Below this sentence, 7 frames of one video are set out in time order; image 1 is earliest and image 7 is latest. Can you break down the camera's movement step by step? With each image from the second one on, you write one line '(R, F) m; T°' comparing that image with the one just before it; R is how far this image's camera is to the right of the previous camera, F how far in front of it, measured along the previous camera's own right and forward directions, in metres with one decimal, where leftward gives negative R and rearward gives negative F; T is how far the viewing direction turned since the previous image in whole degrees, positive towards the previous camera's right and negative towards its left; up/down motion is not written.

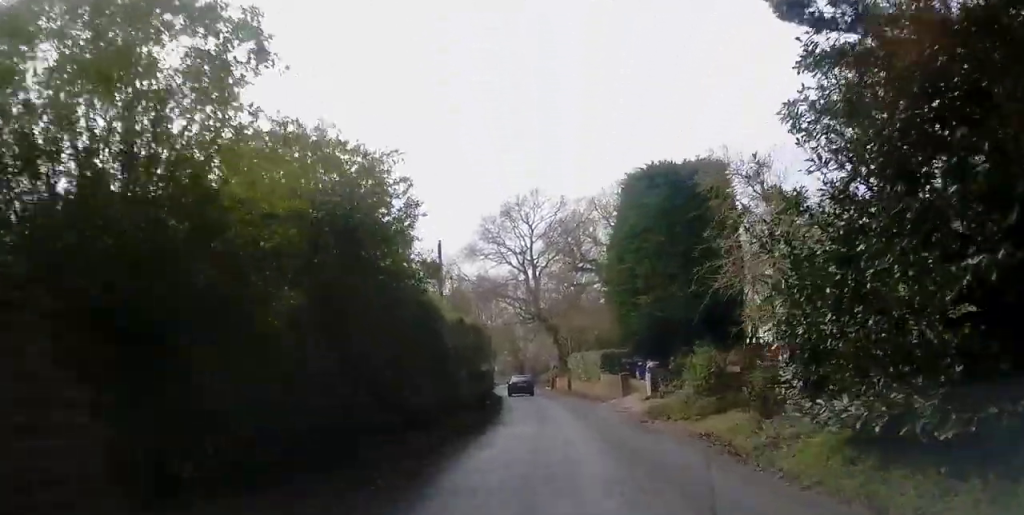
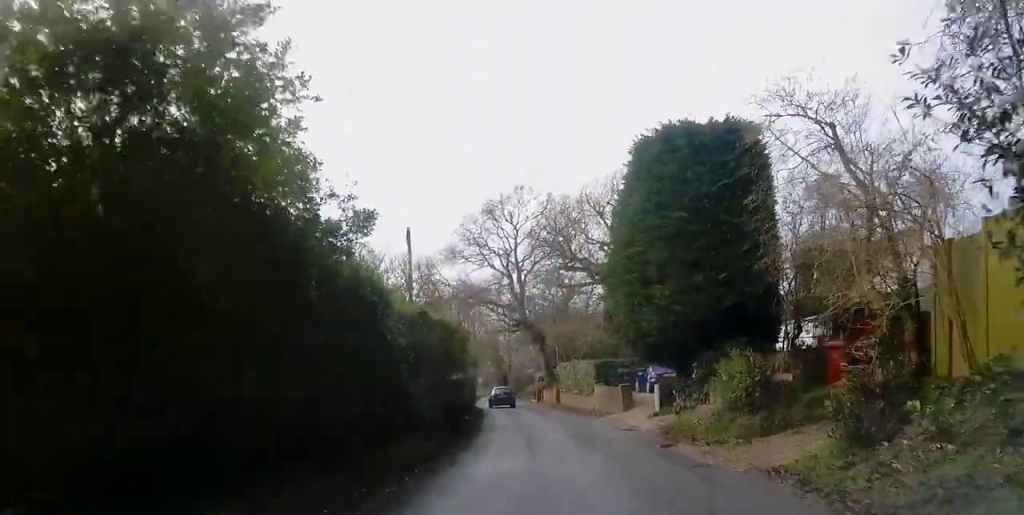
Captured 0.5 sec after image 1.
(-0.1, +5.0) m; +1°
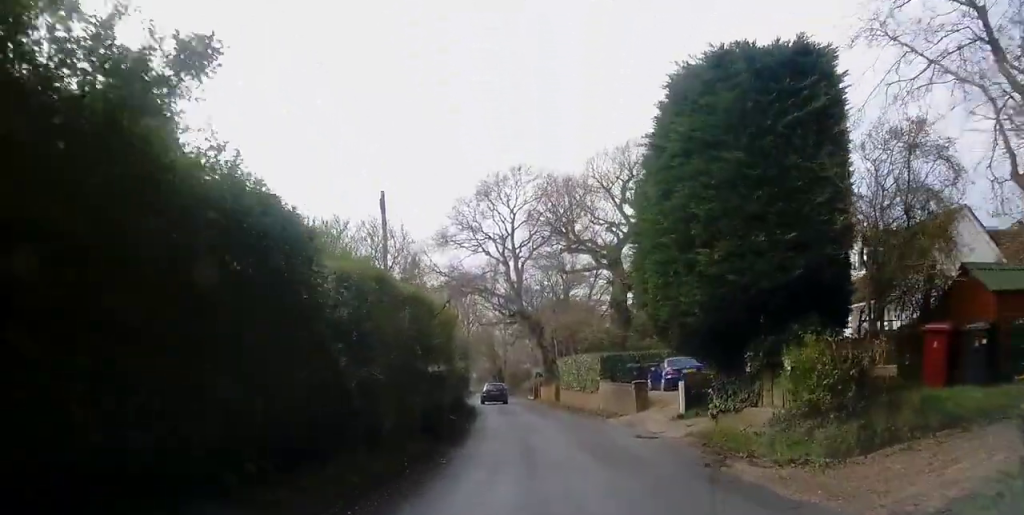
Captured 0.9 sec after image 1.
(+0.1, +4.6) m; +1°
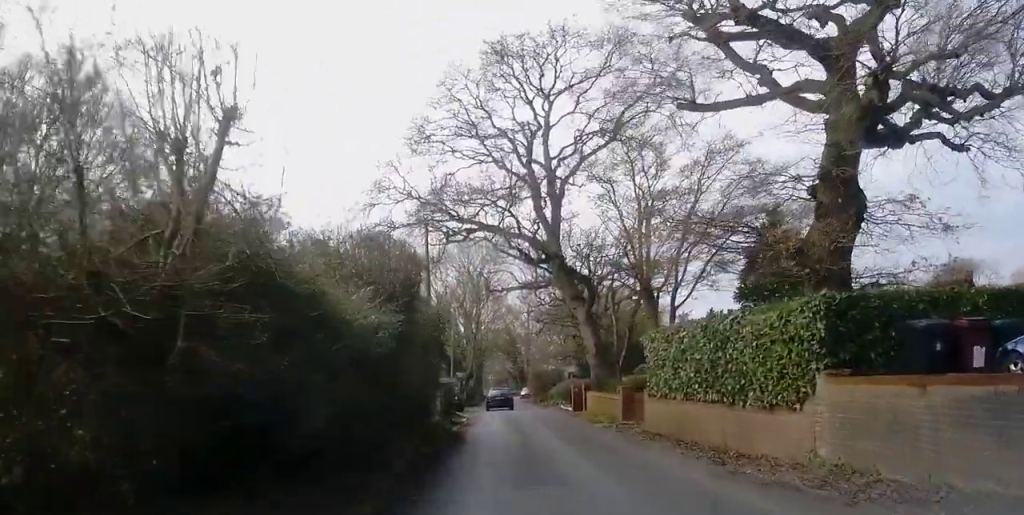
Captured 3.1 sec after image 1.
(+0.9, +24.3) m; +1°
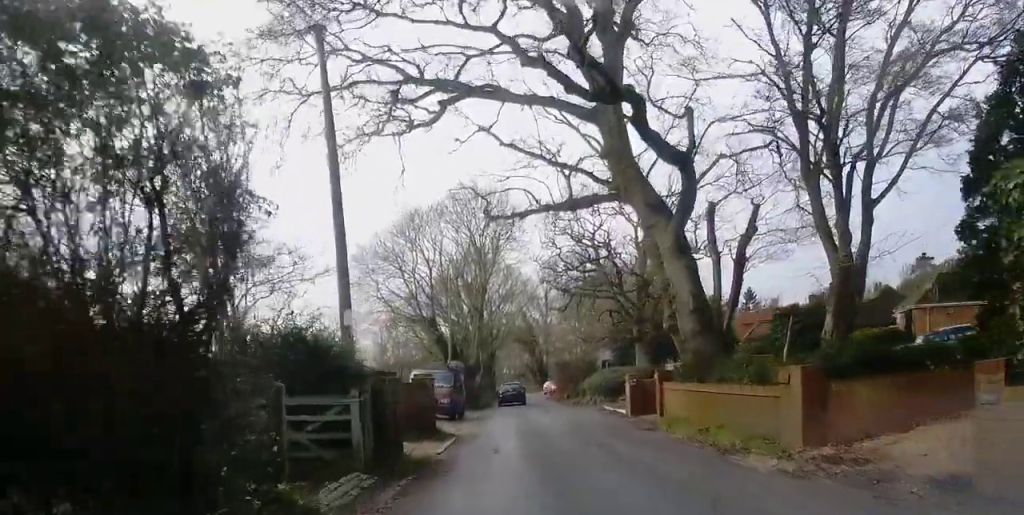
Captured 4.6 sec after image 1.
(-0.7, +15.9) m; -2°
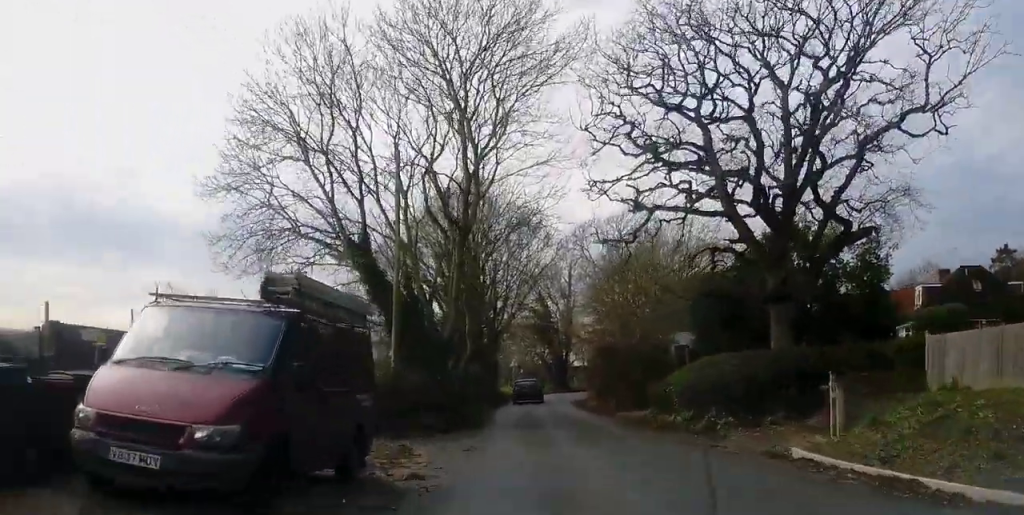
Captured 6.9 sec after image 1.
(+0.2, +24.4) m; +1°
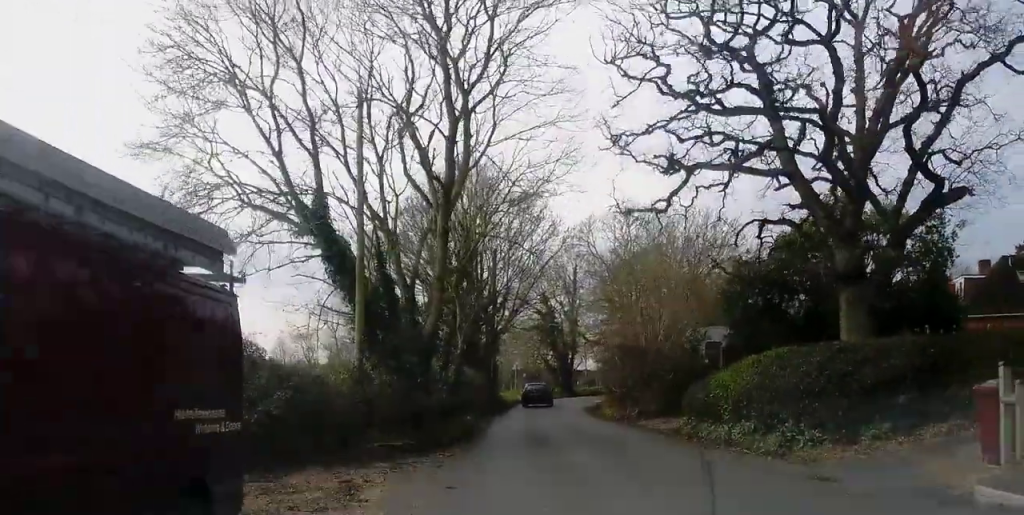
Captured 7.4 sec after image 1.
(+0.2, +5.2) m; +2°
